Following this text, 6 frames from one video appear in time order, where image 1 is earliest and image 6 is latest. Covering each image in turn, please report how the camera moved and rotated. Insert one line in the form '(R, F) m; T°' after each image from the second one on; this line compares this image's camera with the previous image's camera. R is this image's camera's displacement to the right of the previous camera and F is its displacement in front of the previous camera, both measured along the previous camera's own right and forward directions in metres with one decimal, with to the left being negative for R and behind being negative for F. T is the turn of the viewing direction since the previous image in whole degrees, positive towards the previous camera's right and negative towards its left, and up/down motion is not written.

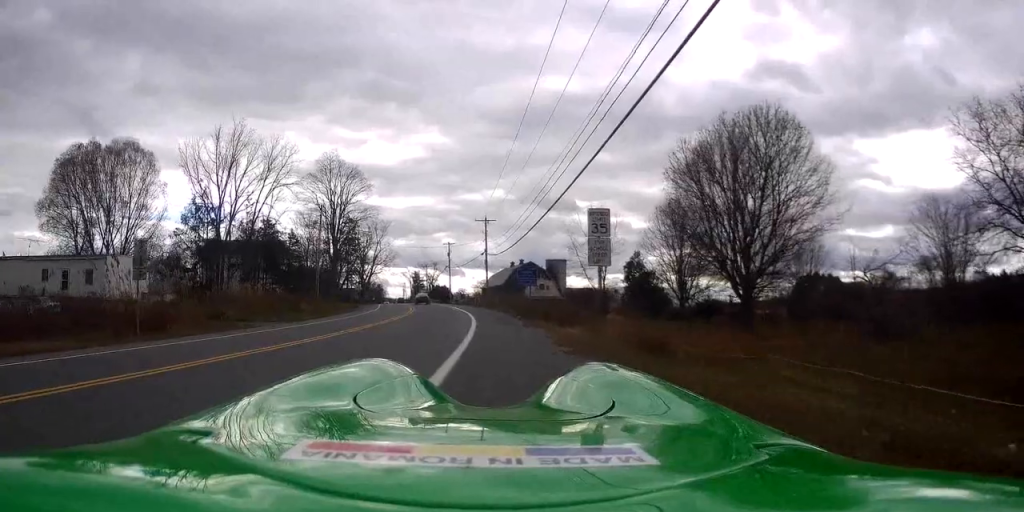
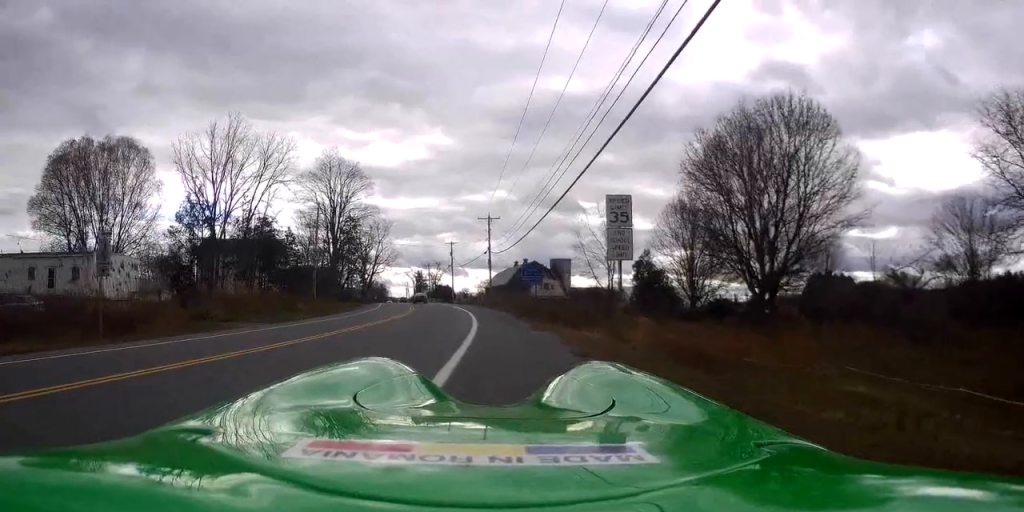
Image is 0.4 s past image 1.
(-0.1, +2.1) m; -2°
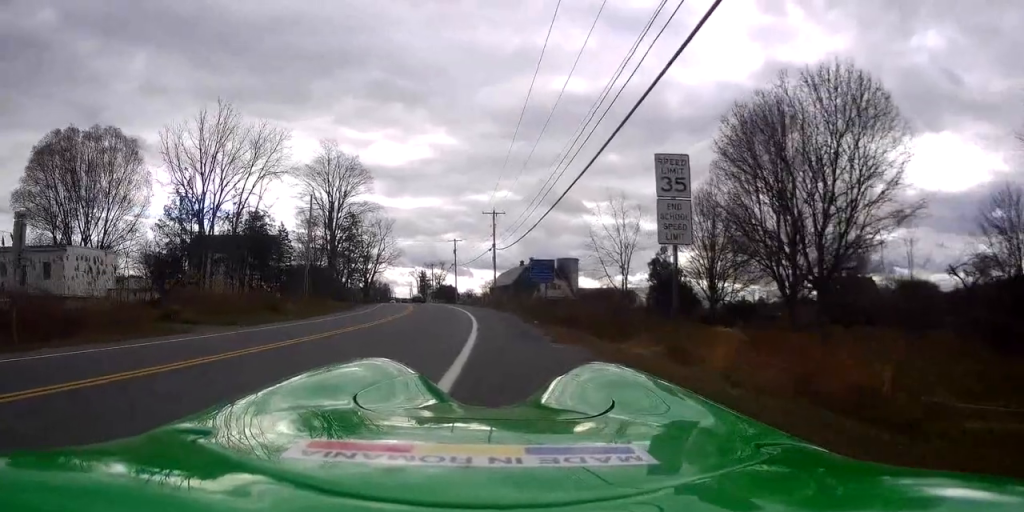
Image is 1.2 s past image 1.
(-0.1, +4.1) m; -1°
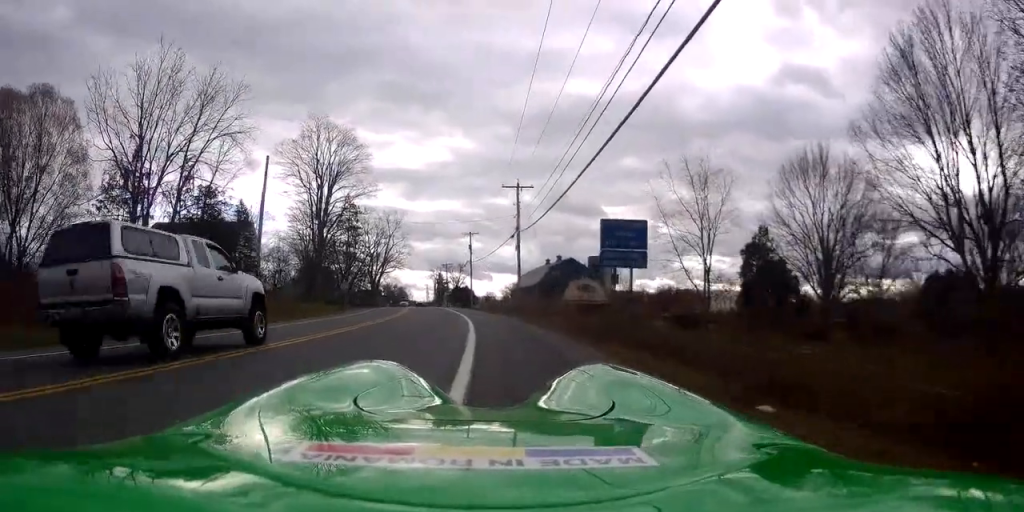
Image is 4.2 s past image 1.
(+0.4, +15.7) m; +4°
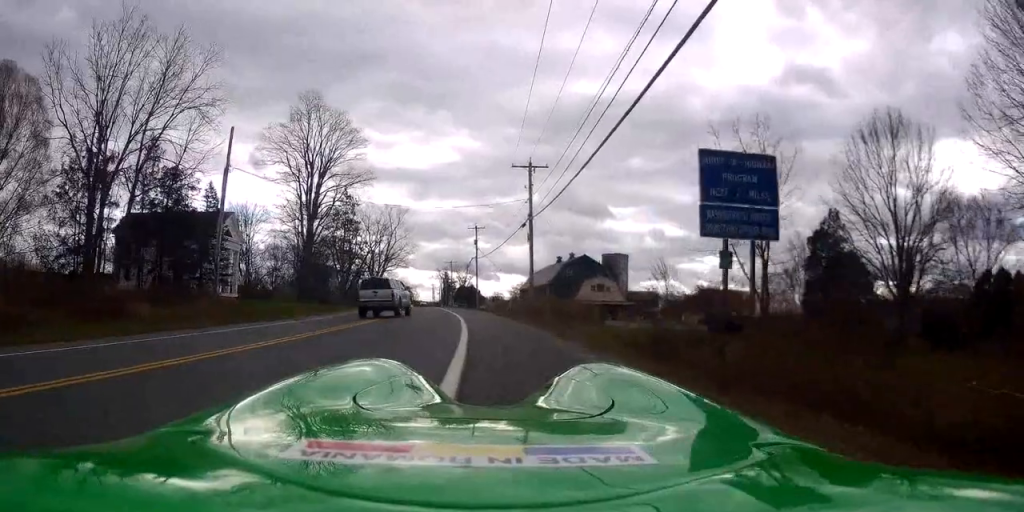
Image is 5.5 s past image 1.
(-0.1, +7.1) m; -7°
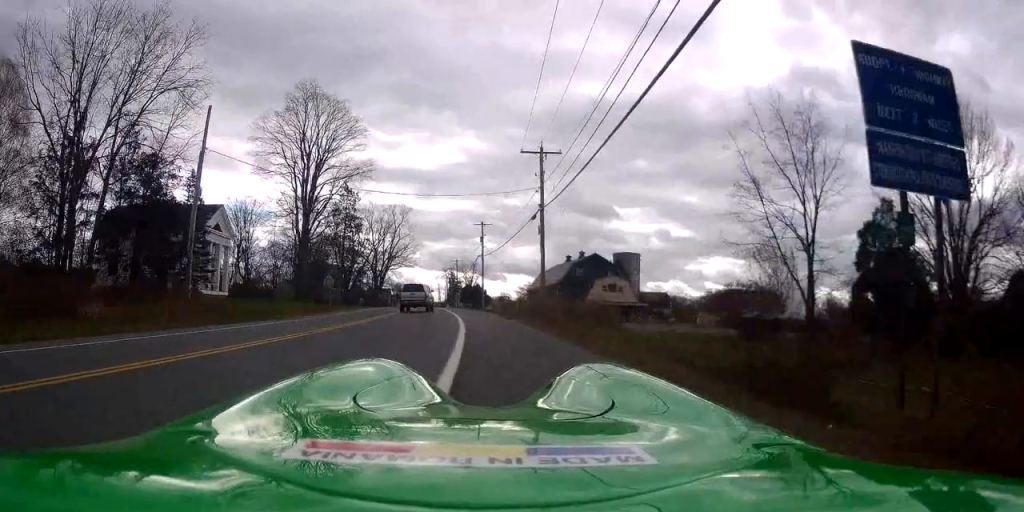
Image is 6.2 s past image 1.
(-0.2, +3.8) m; -2°
